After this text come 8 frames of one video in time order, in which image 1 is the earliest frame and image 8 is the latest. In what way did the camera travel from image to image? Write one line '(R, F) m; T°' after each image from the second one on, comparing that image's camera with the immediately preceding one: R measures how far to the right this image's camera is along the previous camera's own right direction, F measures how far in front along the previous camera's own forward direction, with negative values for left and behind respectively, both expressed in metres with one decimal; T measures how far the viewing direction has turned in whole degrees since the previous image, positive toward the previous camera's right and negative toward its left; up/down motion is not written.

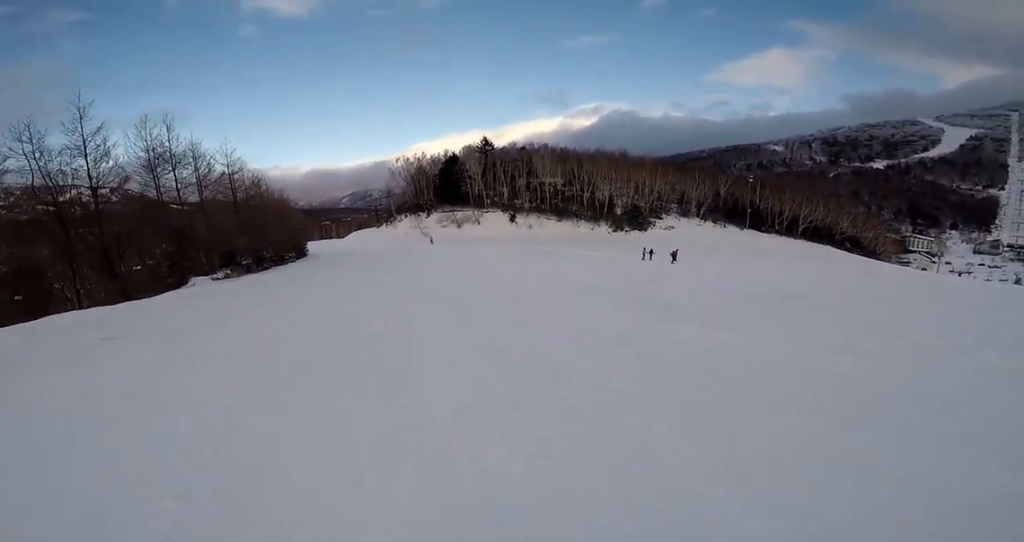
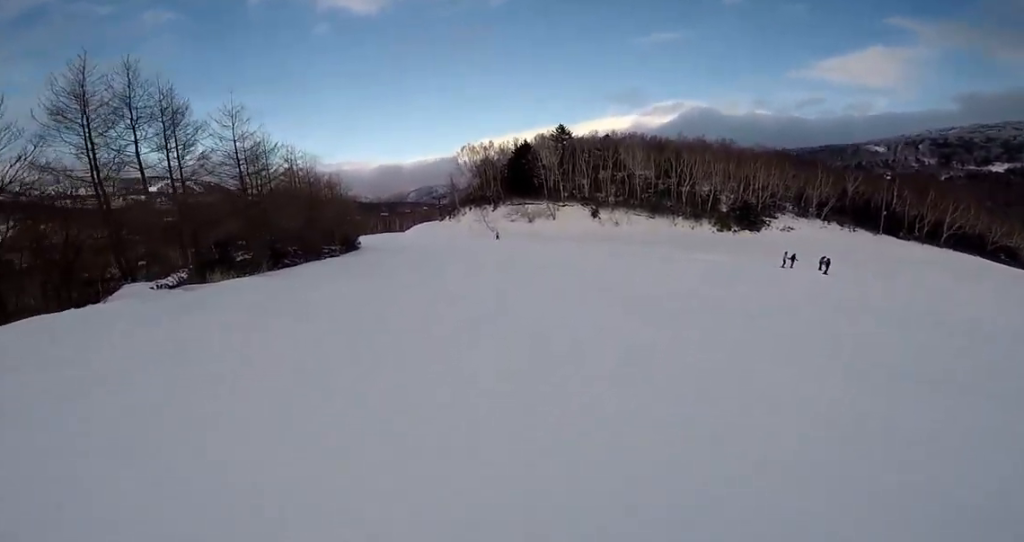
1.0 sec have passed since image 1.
(-0.3, +9.5) m; -3°
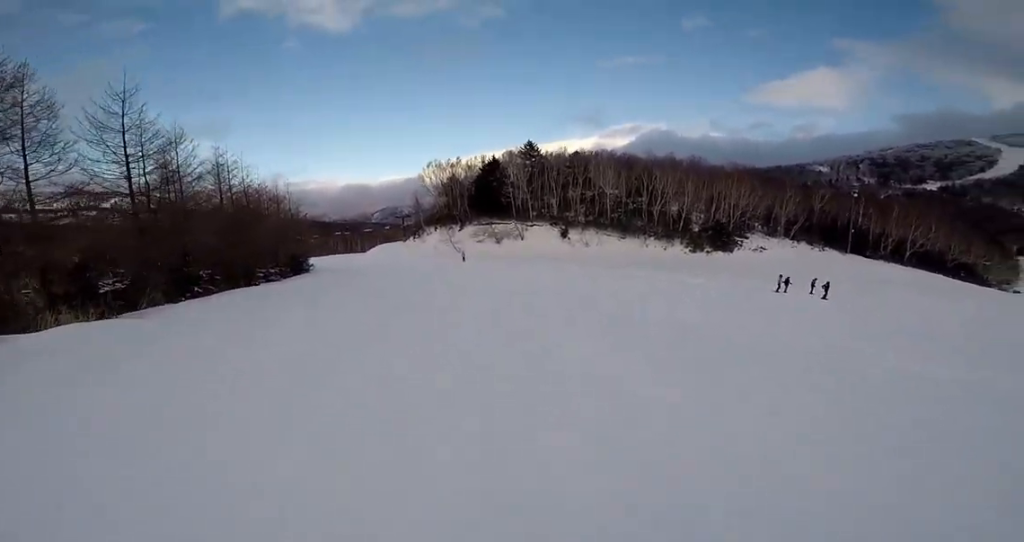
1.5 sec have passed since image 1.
(-0.1, +5.2) m; -1°
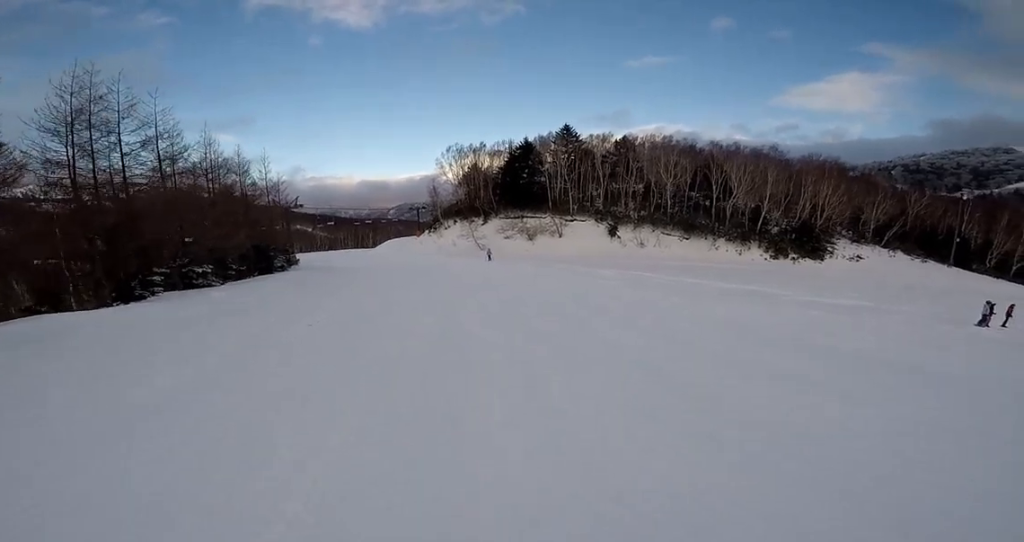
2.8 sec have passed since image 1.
(0.0, +12.7) m; +1°
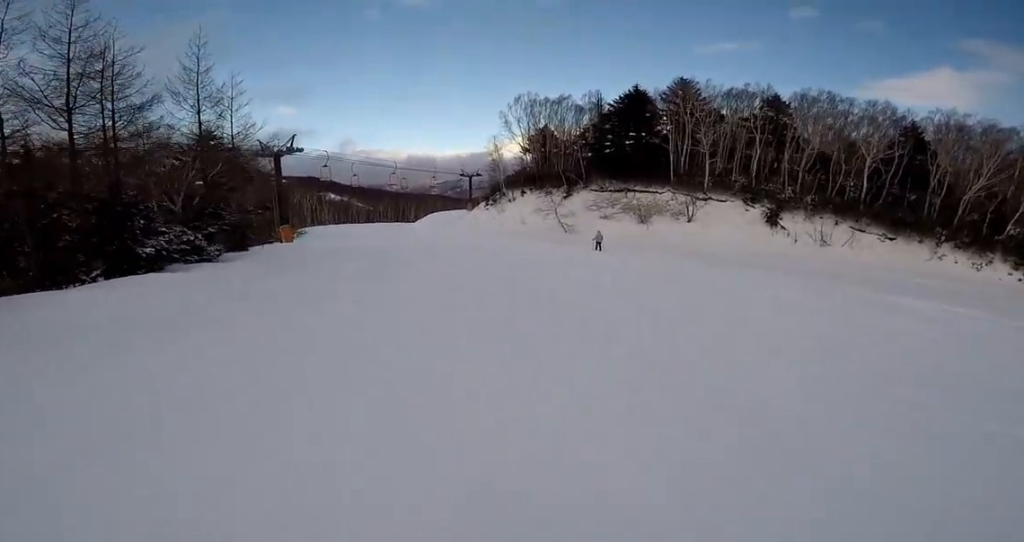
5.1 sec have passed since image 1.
(-1.3, +19.4) m; -11°
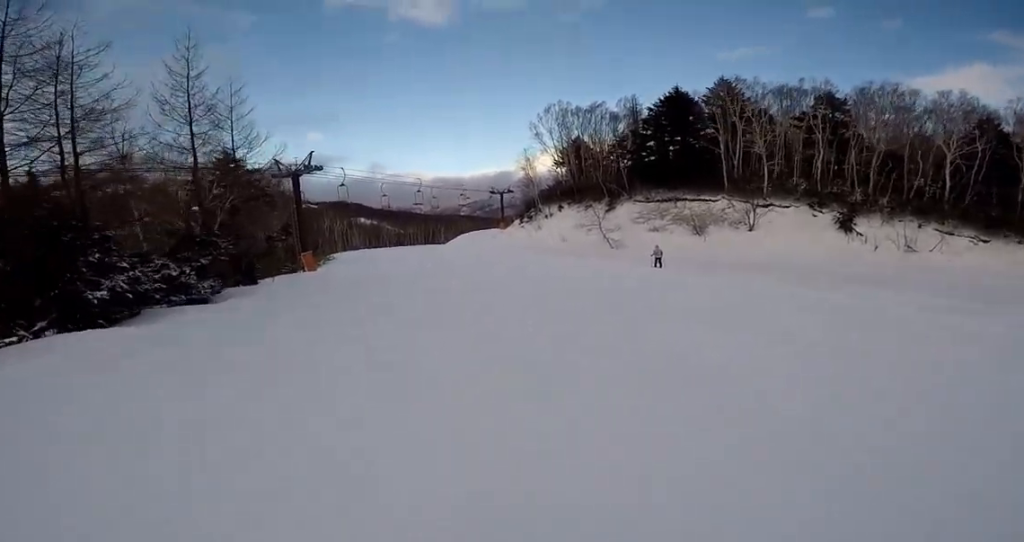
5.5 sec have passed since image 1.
(-0.1, +3.5) m; +1°
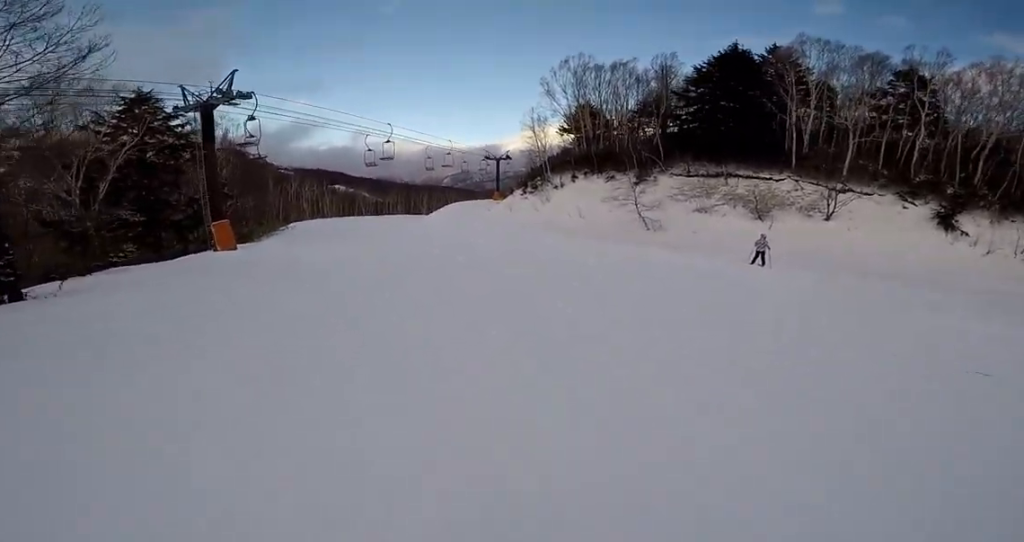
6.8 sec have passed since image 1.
(+0.7, +10.2) m; +5°
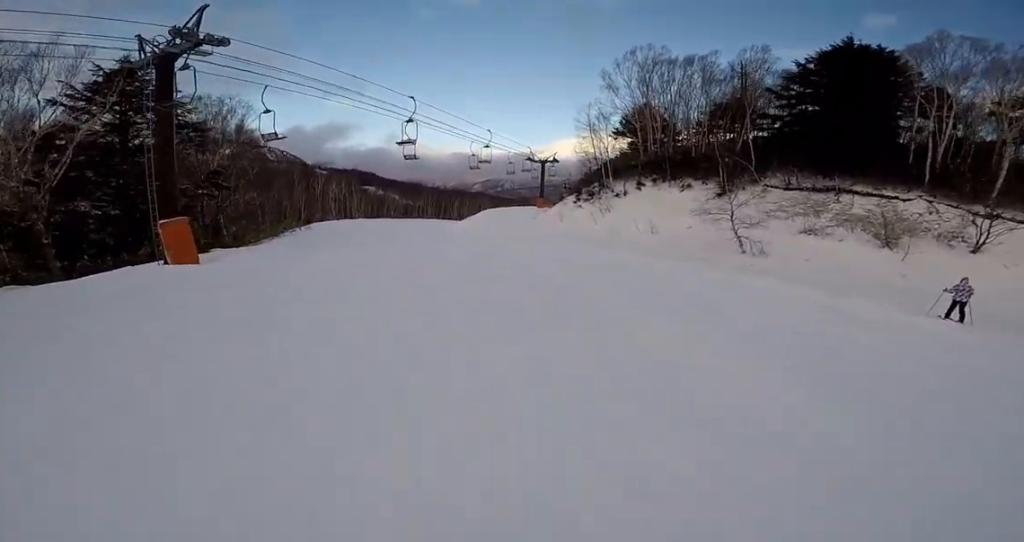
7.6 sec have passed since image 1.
(+0.1, +6.6) m; -3°
